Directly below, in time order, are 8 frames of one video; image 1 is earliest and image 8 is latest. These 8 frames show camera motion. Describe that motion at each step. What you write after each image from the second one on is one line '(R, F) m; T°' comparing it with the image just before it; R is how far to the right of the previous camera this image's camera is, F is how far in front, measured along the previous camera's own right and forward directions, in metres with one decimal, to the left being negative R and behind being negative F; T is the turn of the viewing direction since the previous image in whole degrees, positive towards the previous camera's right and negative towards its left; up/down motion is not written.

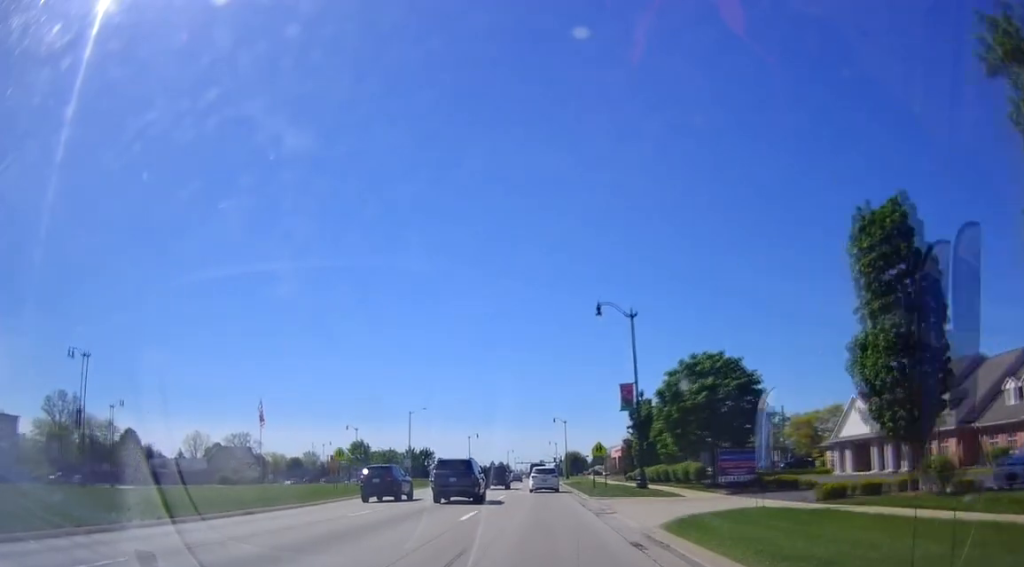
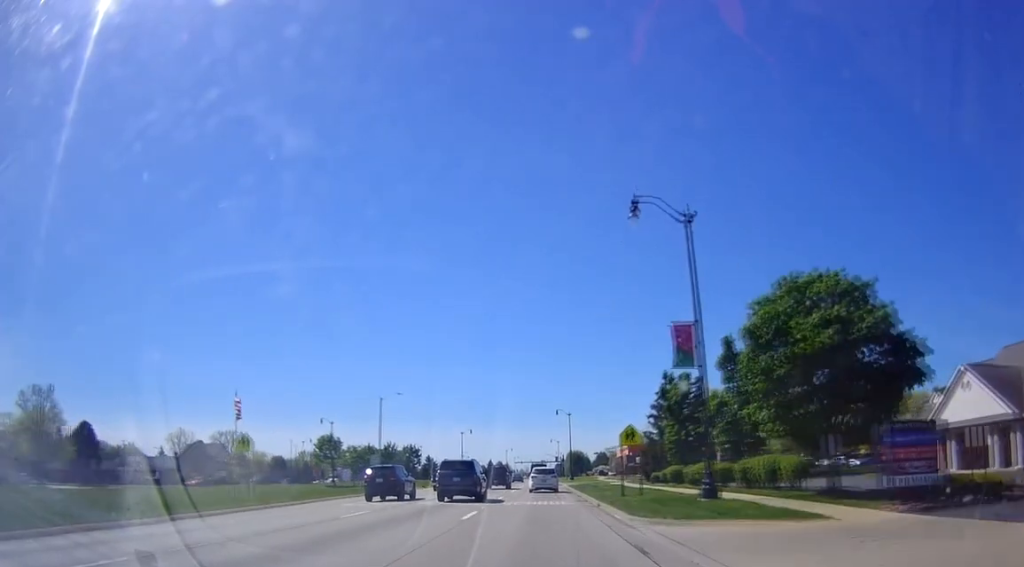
(-0.7, +15.1) m; 0°
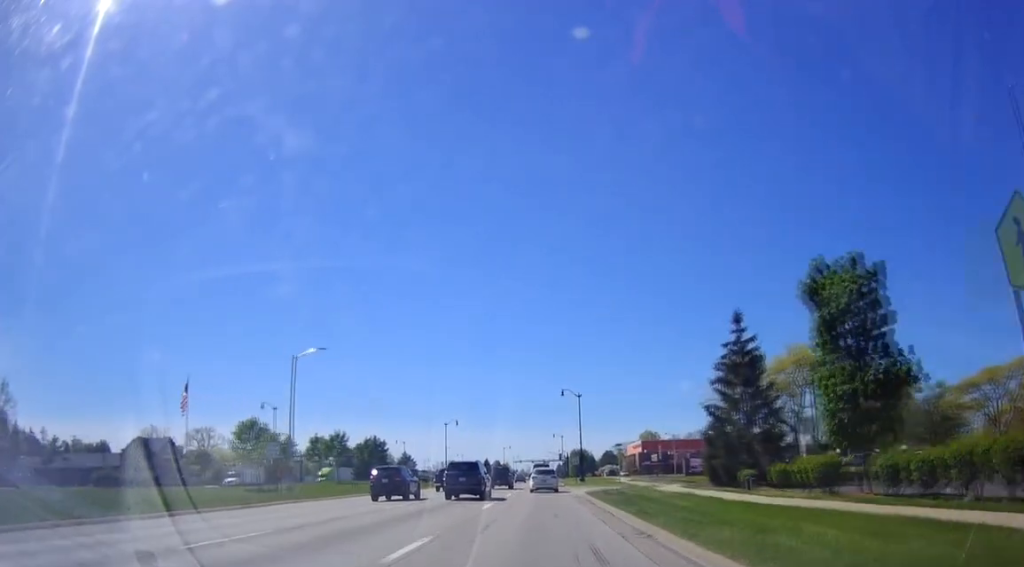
(+0.8, +24.4) m; +1°
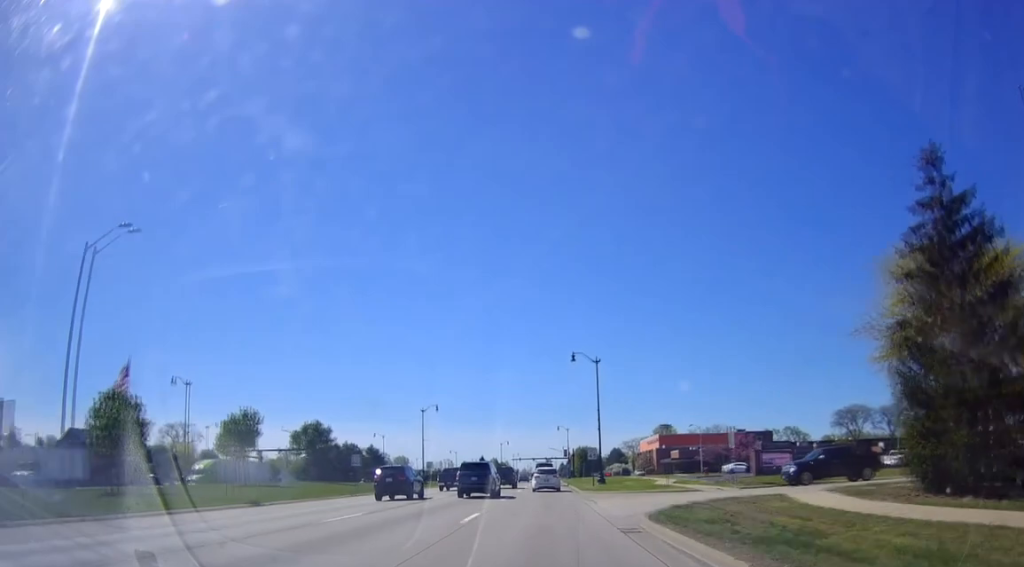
(0.0, +23.2) m; -1°
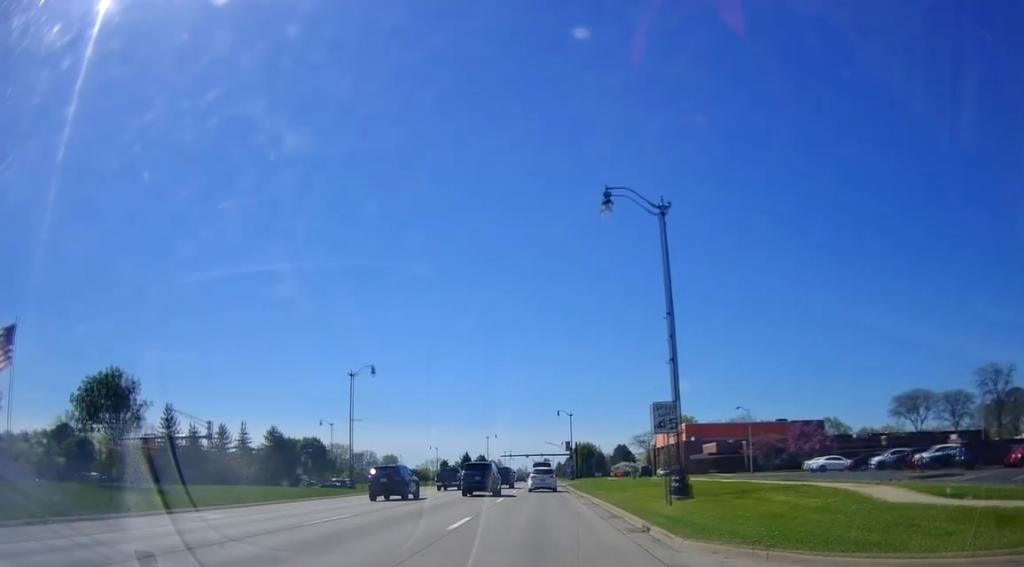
(-0.5, +31.6) m; 0°
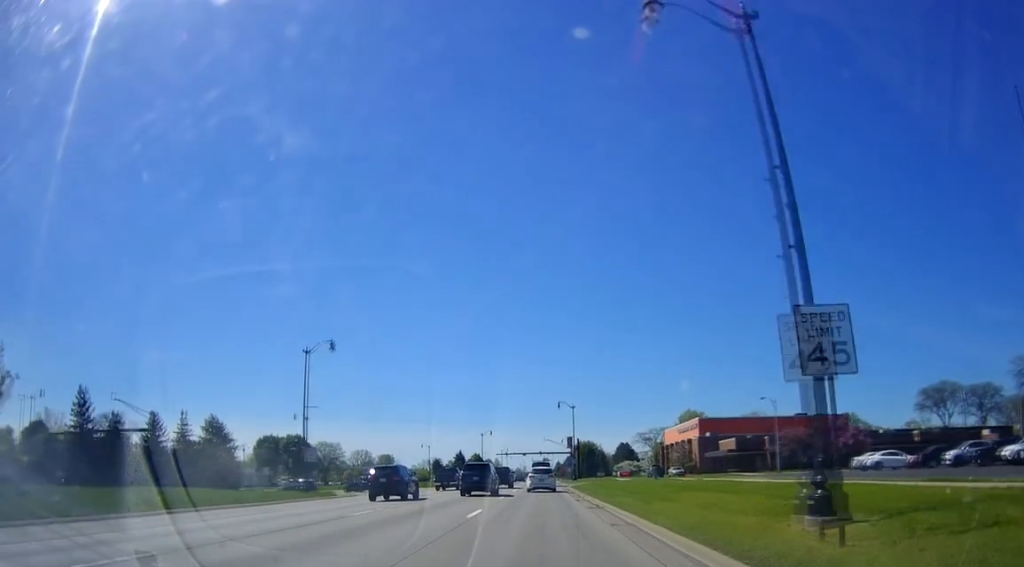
(+0.4, +11.2) m; +1°
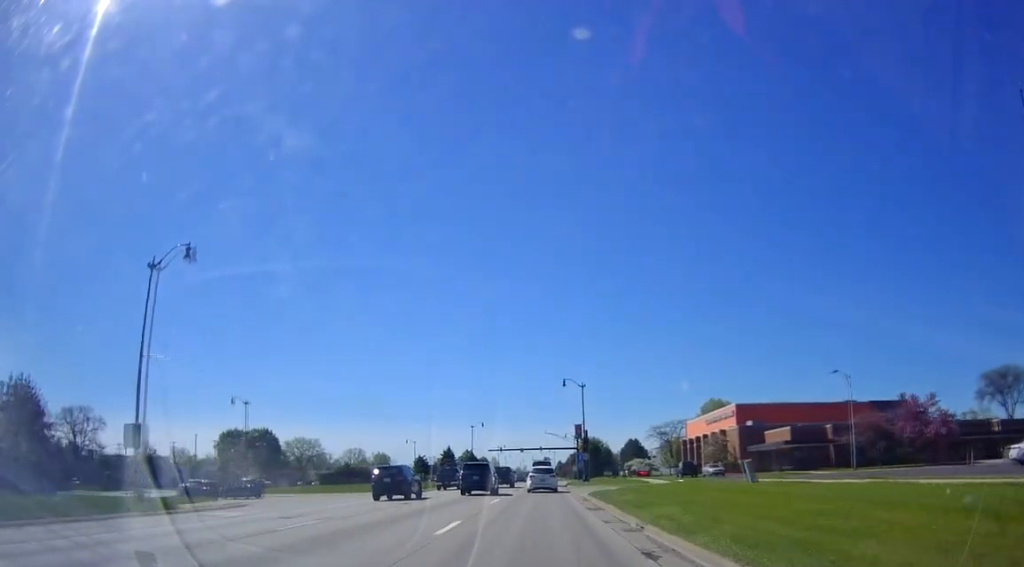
(-0.3, +20.8) m; 0°
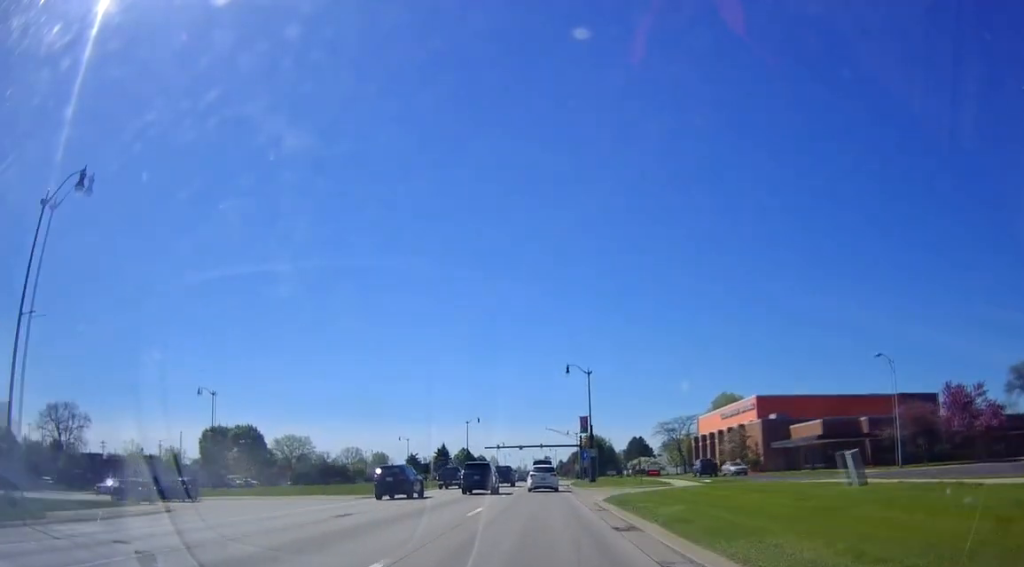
(+0.2, +8.4) m; -1°
